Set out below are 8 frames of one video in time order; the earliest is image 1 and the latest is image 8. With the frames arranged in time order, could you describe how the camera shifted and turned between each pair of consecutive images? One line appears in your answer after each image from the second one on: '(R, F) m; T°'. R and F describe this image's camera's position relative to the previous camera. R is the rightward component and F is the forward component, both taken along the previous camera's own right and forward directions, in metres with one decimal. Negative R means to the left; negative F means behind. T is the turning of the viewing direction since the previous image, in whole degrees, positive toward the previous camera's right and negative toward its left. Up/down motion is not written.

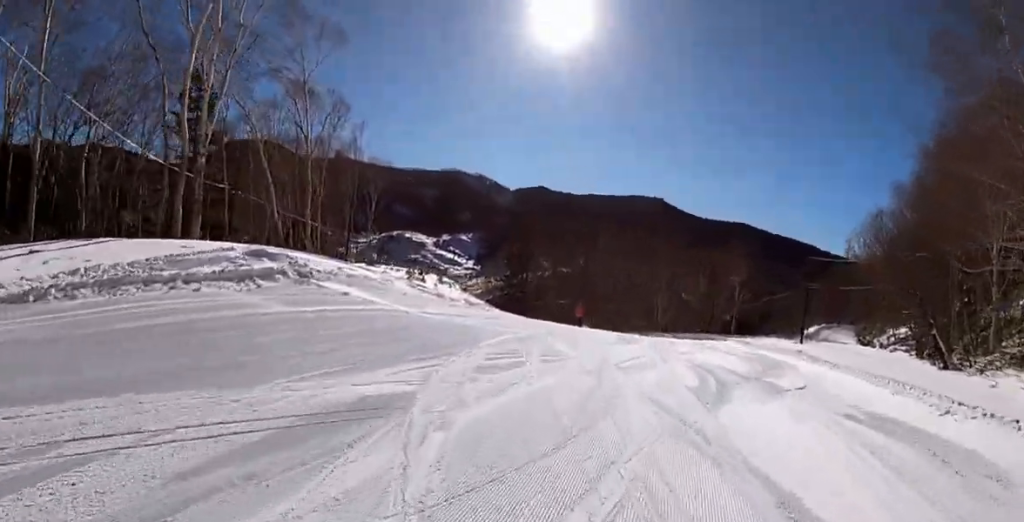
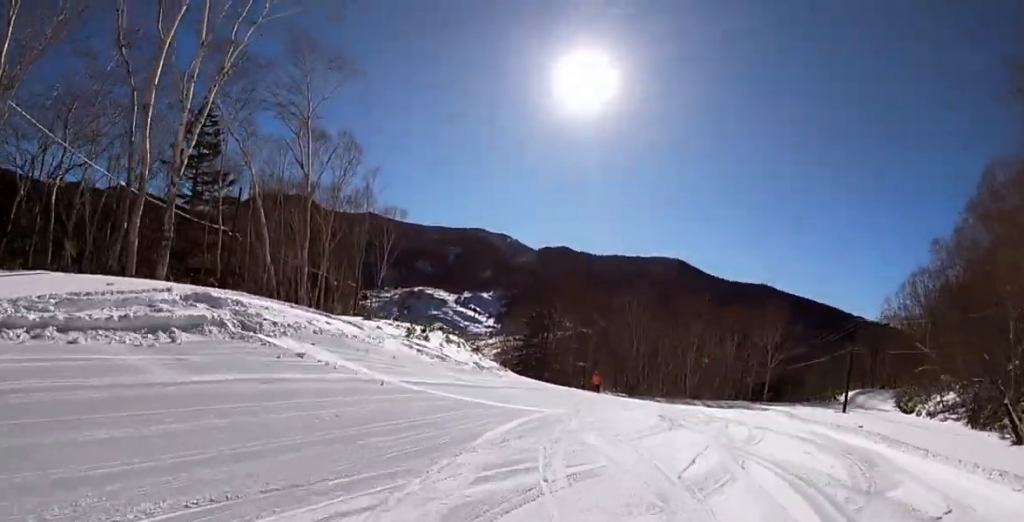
(-0.3, +3.8) m; +1°
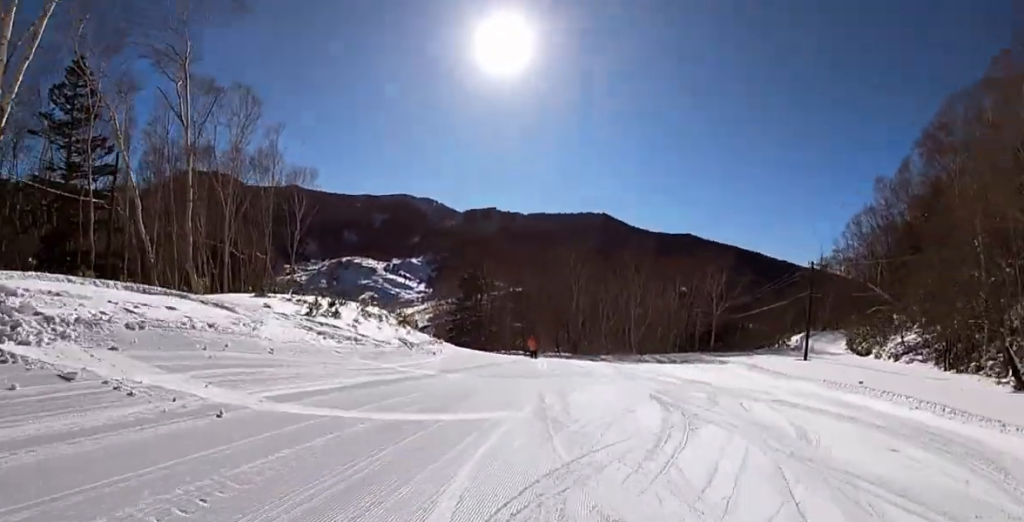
(-0.1, +4.9) m; +2°
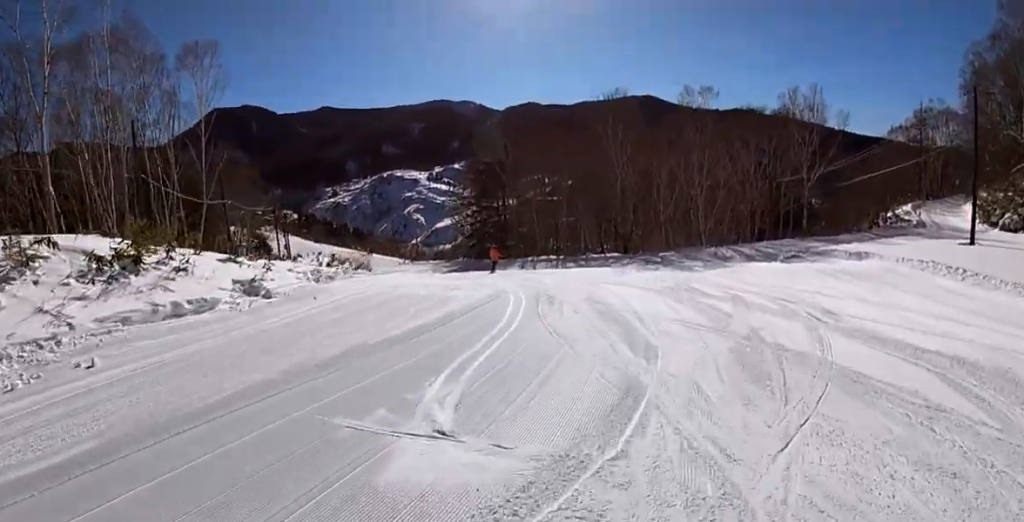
(+1.3, +17.2) m; 0°
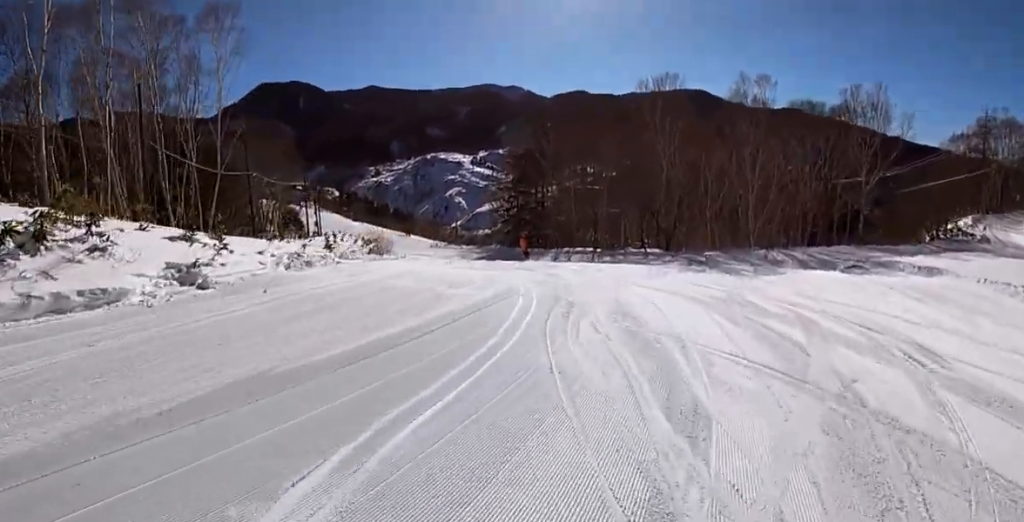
(+0.4, +2.9) m; -5°
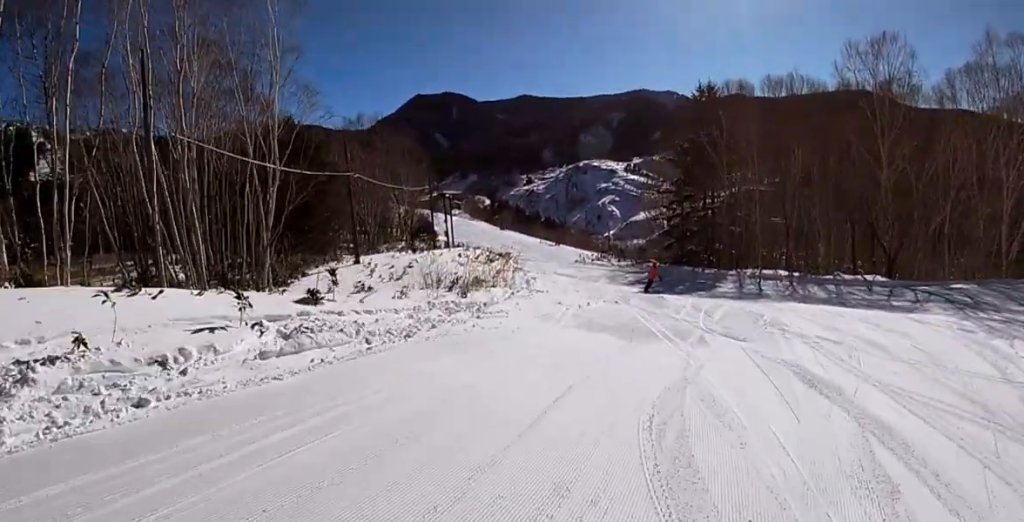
(-2.1, +11.1) m; -12°
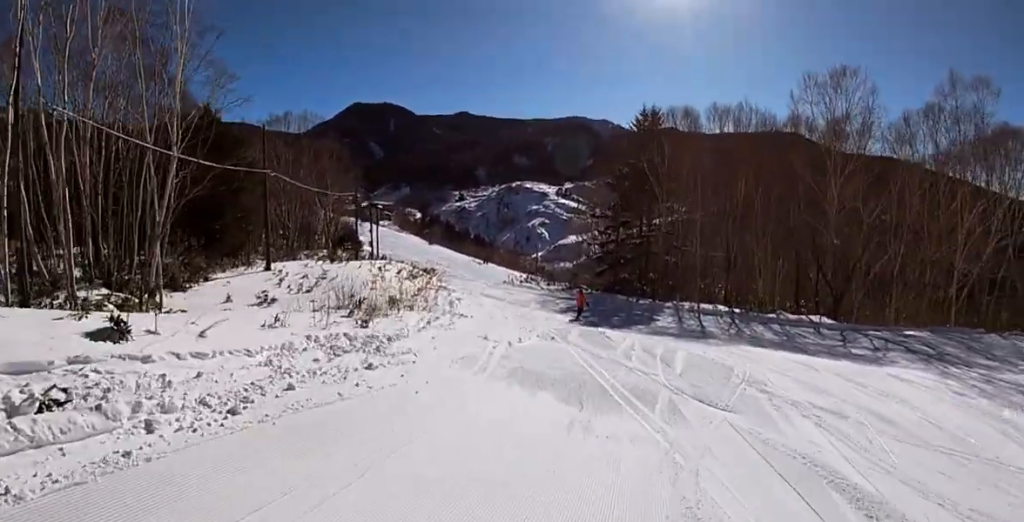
(+0.5, +3.5) m; 0°
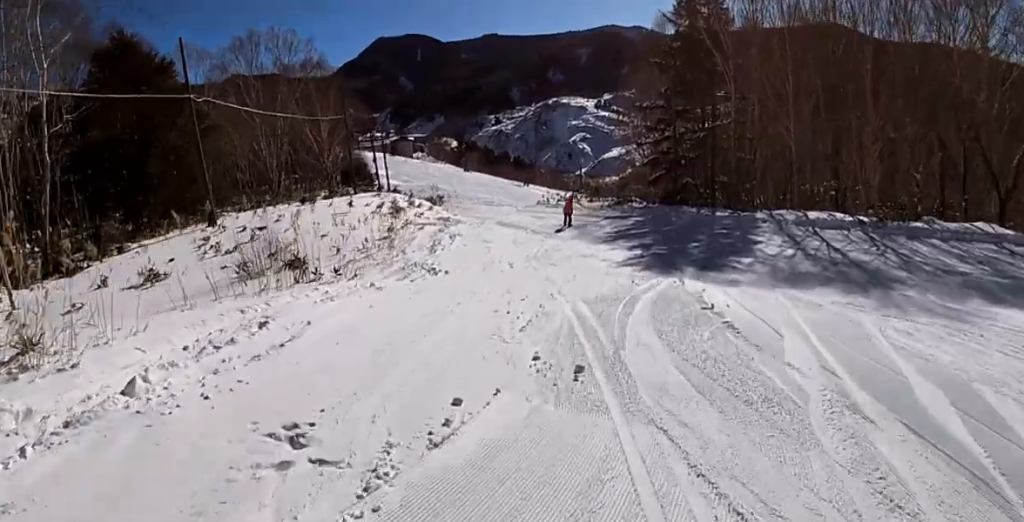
(-0.5, +11.7) m; -5°
